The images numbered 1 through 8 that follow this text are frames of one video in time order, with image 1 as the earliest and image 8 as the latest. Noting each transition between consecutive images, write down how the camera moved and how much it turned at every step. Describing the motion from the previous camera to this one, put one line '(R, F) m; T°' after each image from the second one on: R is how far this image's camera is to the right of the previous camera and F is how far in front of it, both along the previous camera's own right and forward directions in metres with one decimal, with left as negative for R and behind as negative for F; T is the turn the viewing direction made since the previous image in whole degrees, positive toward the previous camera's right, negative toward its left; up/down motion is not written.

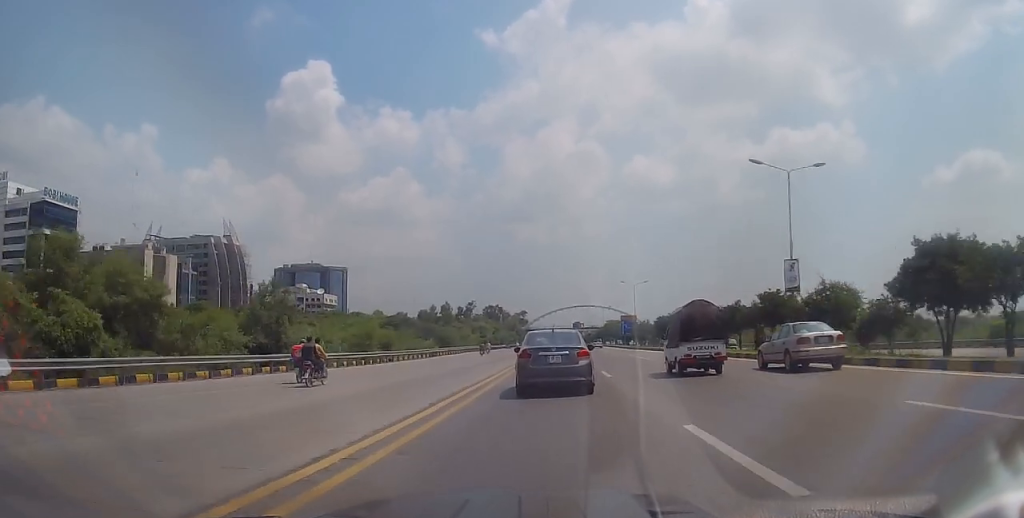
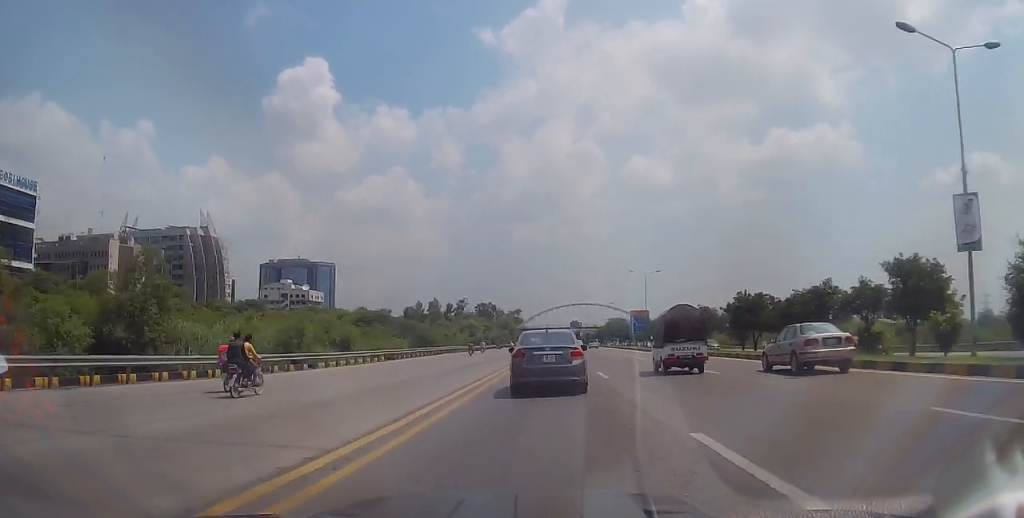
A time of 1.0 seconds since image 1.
(+0.1, +16.7) m; 0°
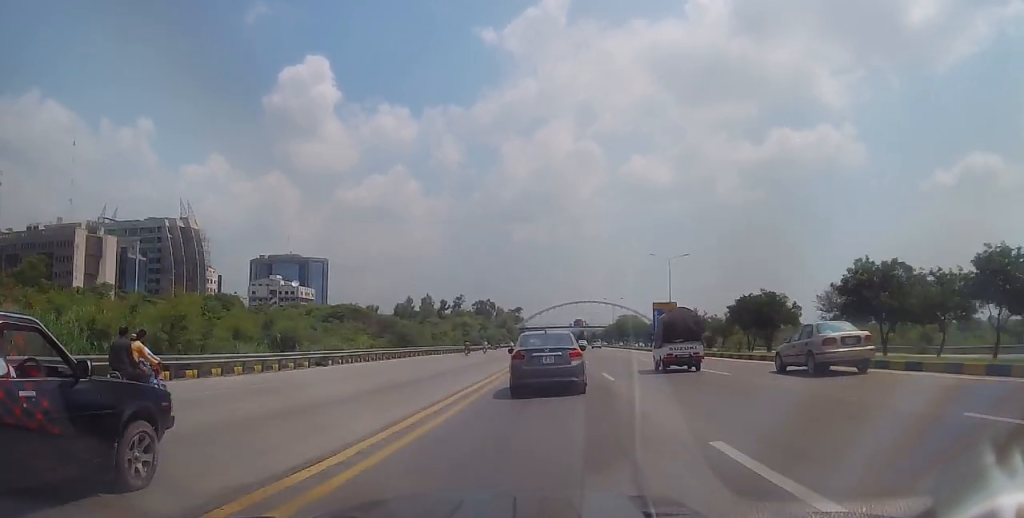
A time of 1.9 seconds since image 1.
(-0.1, +16.7) m; 0°
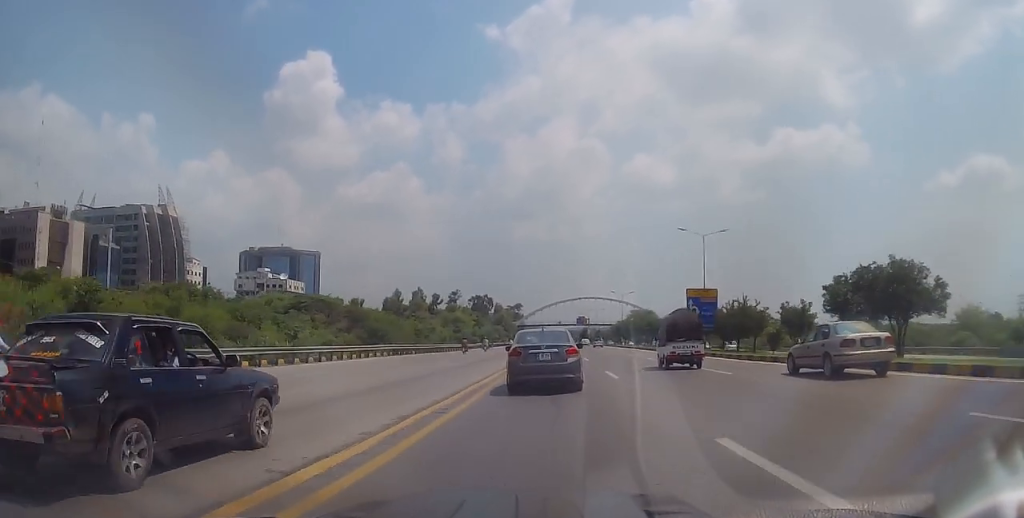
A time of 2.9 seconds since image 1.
(+0.2, +16.1) m; 0°
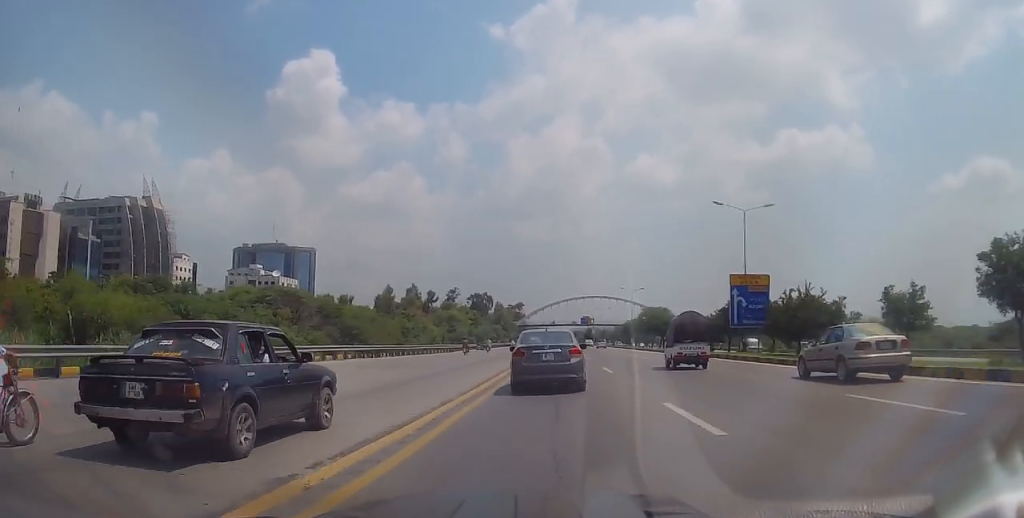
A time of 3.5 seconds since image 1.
(-0.1, +11.5) m; -1°
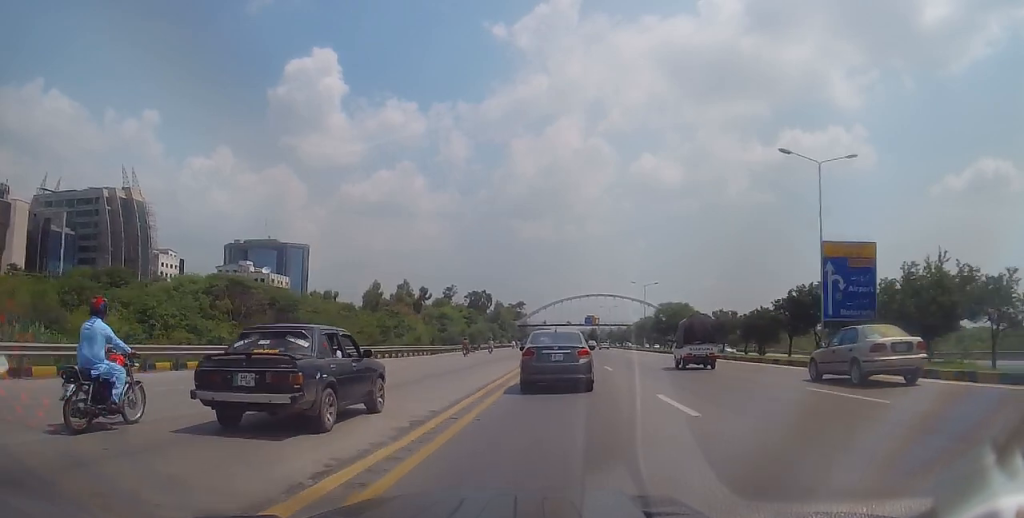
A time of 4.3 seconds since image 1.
(-0.1, +13.1) m; 0°
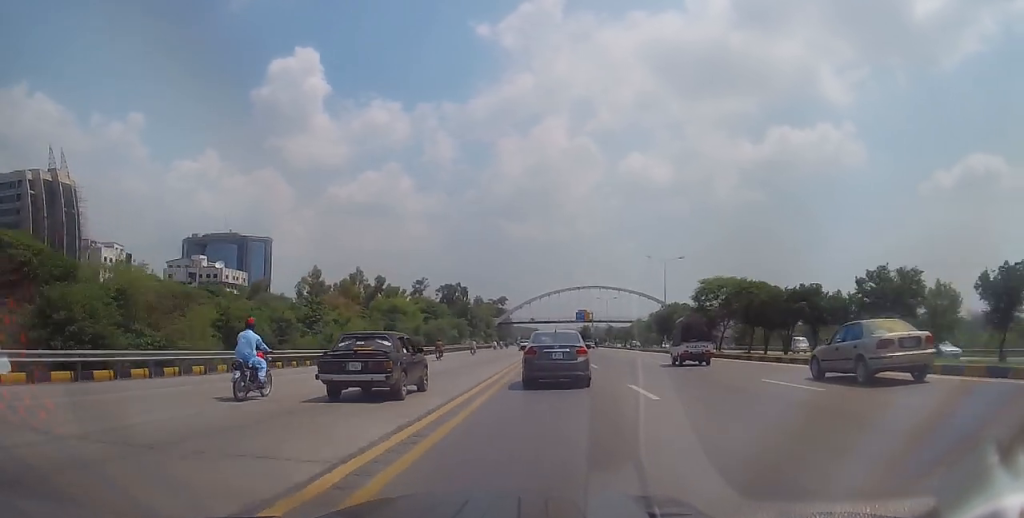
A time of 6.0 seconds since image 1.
(+0.3, +29.1) m; +2°
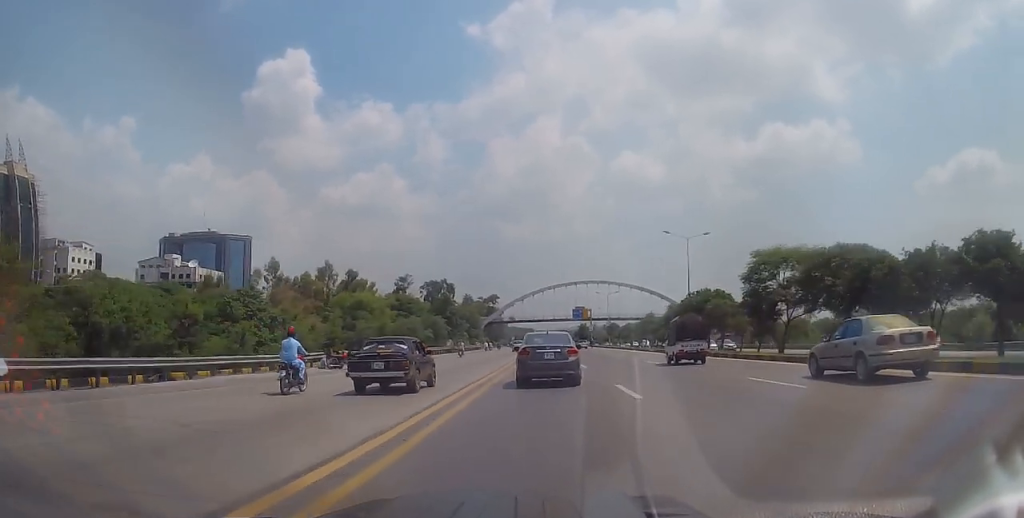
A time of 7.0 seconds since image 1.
(+0.2, +15.6) m; +1°
